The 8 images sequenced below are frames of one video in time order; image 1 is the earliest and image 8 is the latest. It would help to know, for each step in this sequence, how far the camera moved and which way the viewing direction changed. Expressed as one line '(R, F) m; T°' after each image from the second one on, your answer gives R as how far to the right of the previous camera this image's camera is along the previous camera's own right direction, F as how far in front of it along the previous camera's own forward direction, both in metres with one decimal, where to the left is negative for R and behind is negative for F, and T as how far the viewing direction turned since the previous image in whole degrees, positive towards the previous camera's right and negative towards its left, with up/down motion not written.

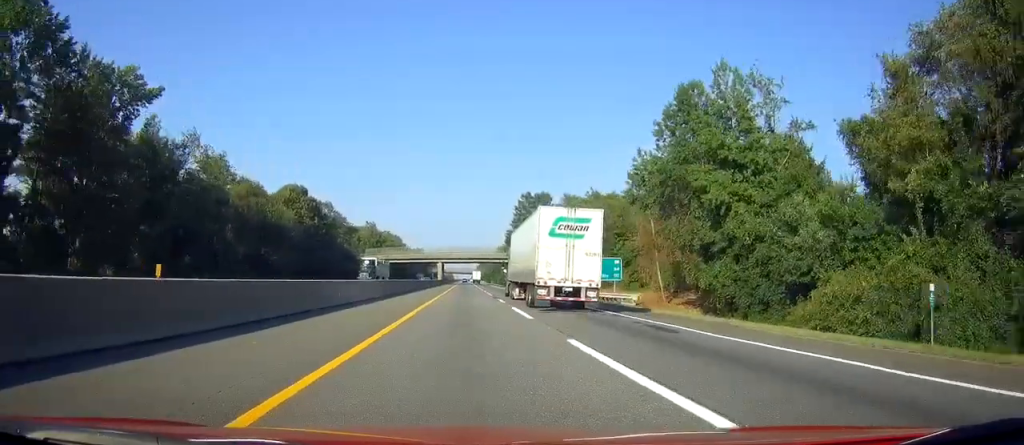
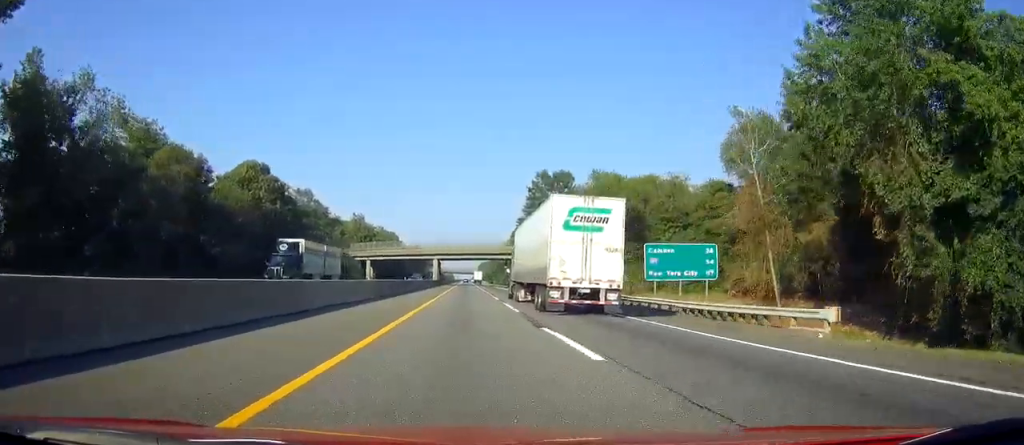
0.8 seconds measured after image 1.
(0.0, +25.9) m; +1°
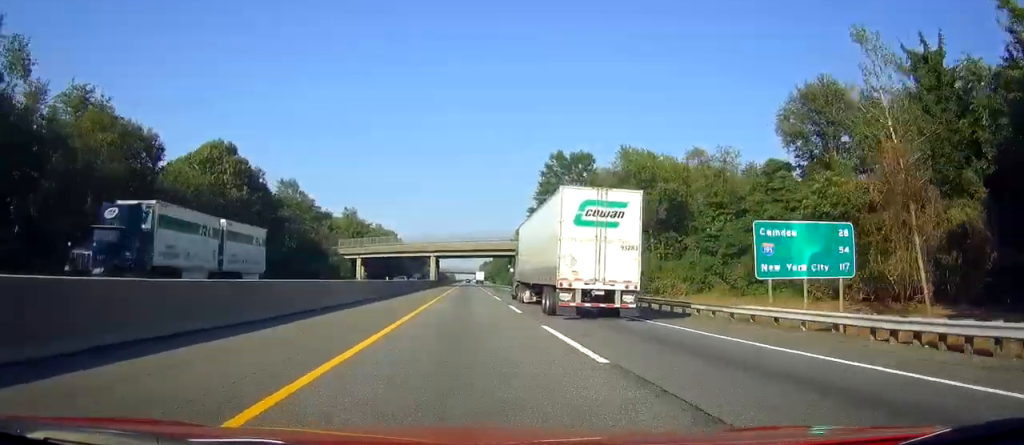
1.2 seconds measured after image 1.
(+0.2, +15.8) m; 0°
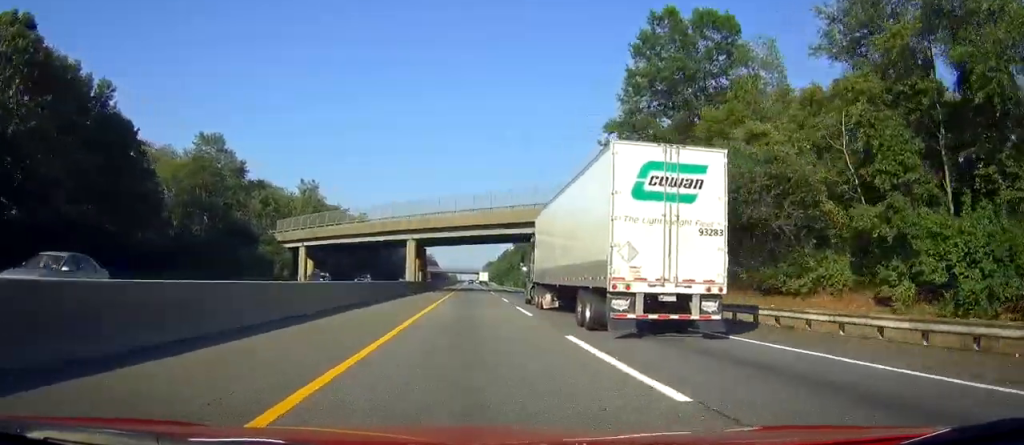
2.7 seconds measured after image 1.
(-0.2, +48.4) m; 0°
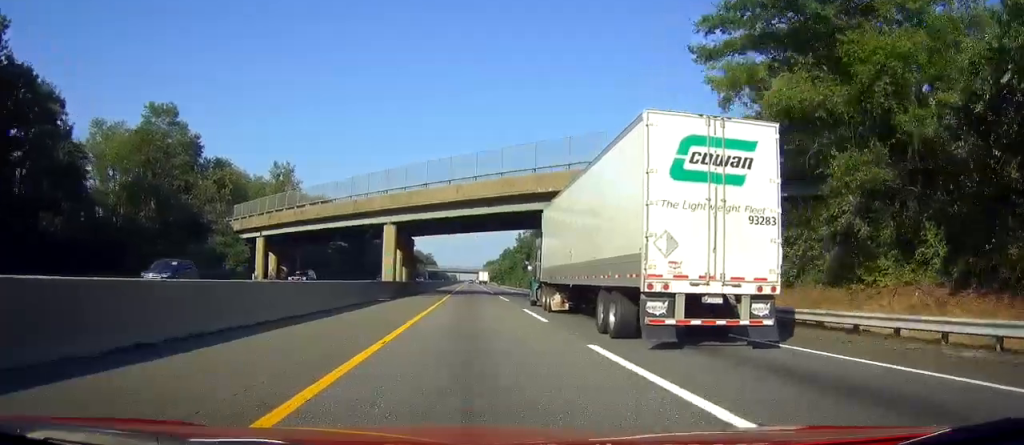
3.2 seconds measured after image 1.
(0.0, +18.0) m; 0°
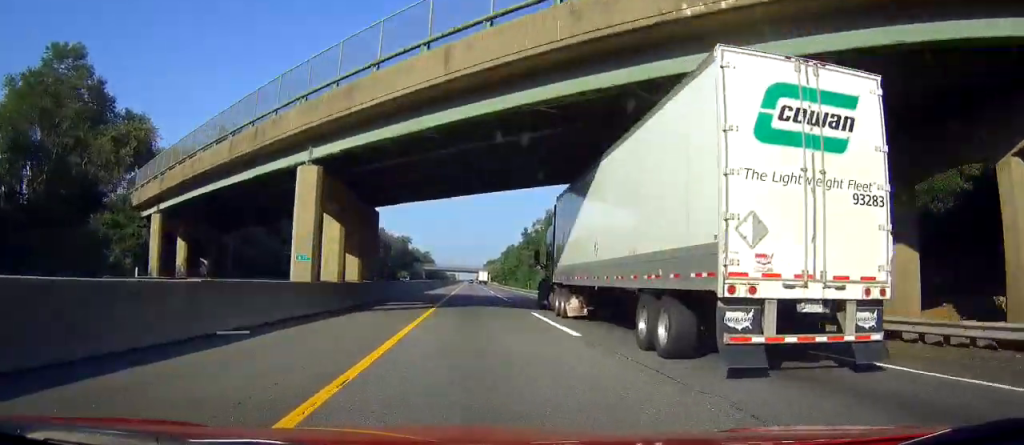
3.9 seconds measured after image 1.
(0.0, +24.7) m; 0°
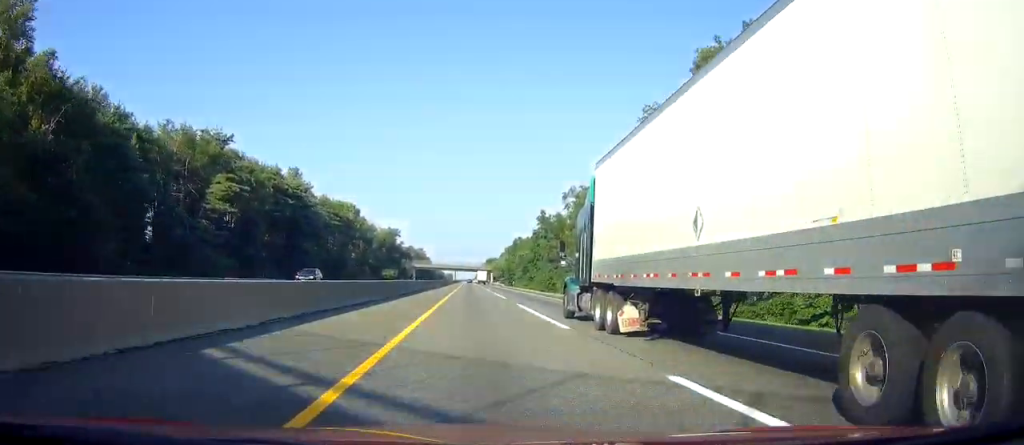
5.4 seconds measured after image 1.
(-0.2, +48.4) m; 0°
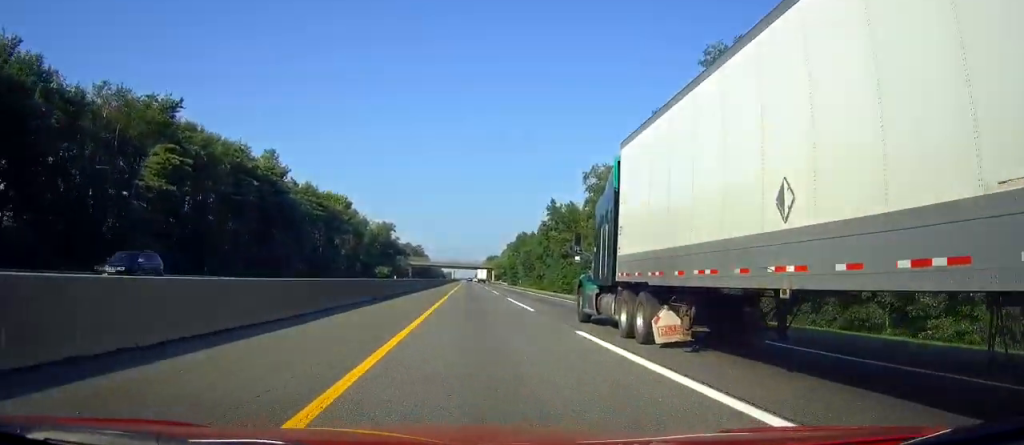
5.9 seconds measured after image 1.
(0.0, +18.0) m; 0°
